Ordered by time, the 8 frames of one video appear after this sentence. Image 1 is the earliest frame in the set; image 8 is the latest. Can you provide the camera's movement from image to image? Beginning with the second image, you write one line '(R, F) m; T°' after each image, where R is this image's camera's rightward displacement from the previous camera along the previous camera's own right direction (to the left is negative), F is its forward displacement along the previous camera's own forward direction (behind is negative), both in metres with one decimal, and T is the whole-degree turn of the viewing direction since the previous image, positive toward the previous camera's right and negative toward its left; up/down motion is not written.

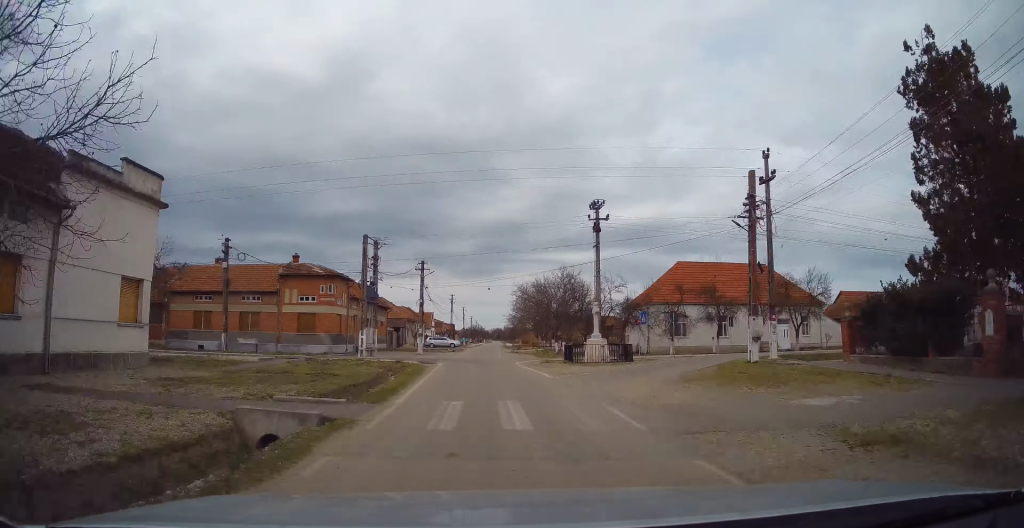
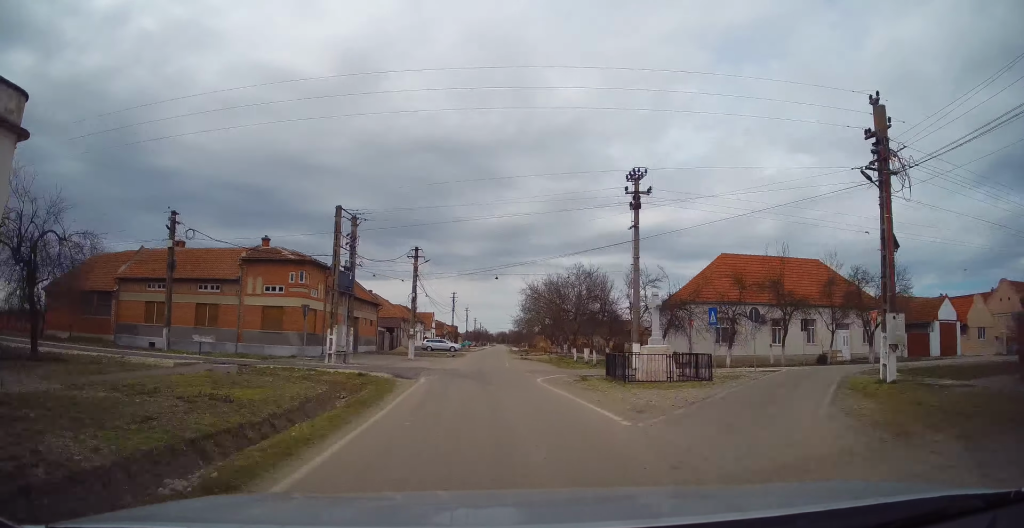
(+0.2, +8.5) m; -1°
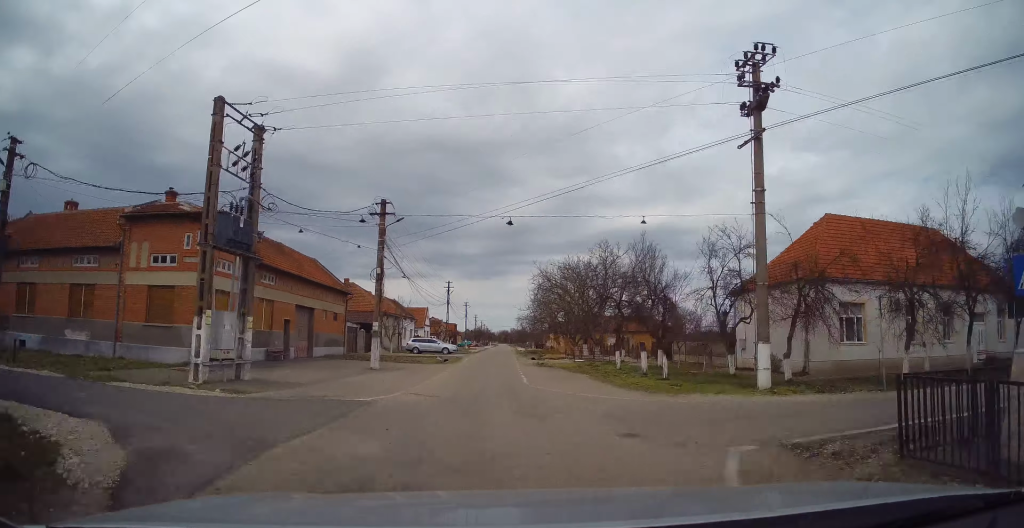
(-0.3, +14.0) m; -1°
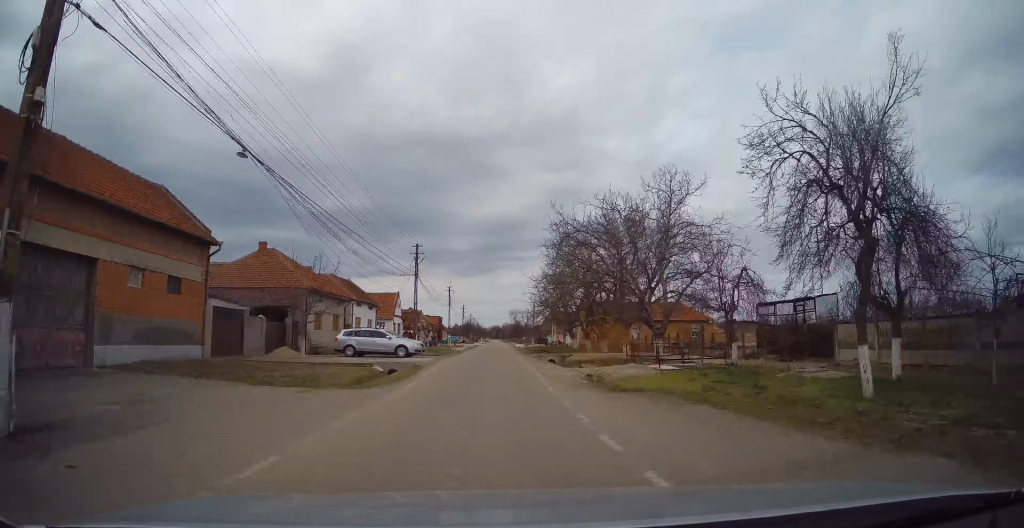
(+0.1, +21.3) m; +1°
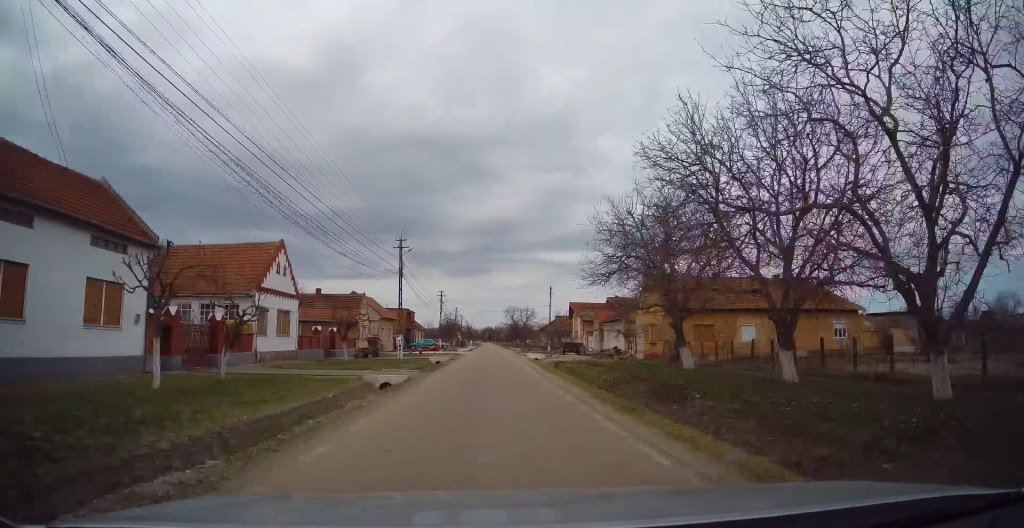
(+0.6, +37.3) m; +2°
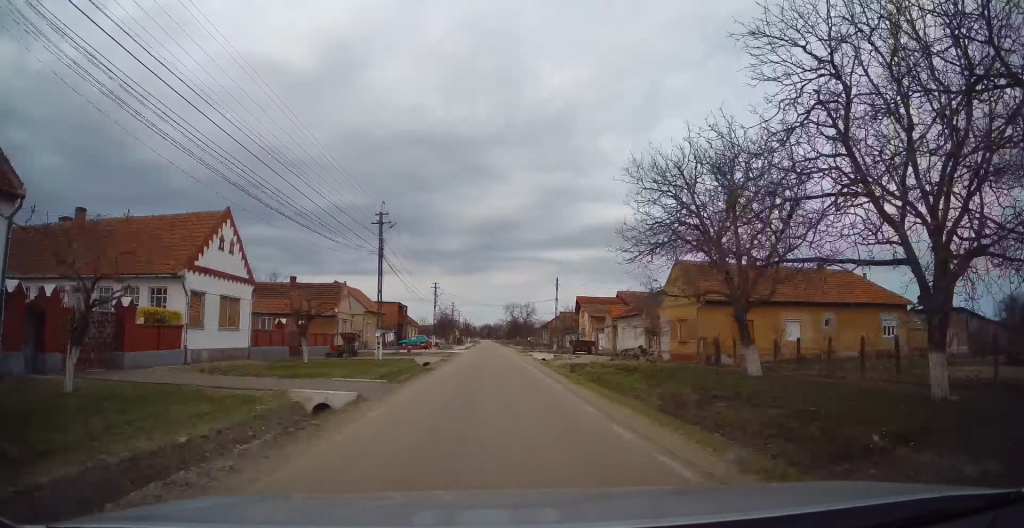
(0.0, +6.9) m; 0°
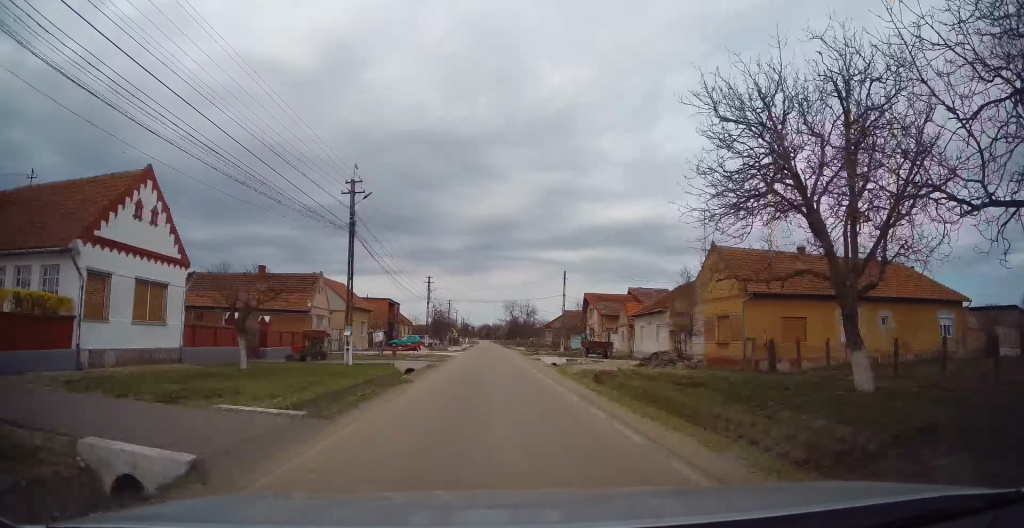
(0.0, +6.4) m; -1°
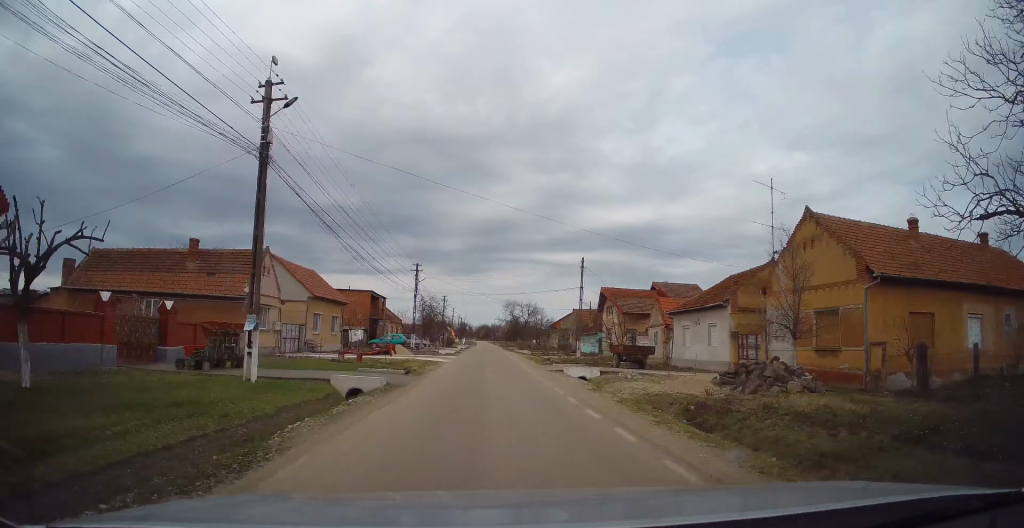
(-0.1, +9.9) m; 0°
